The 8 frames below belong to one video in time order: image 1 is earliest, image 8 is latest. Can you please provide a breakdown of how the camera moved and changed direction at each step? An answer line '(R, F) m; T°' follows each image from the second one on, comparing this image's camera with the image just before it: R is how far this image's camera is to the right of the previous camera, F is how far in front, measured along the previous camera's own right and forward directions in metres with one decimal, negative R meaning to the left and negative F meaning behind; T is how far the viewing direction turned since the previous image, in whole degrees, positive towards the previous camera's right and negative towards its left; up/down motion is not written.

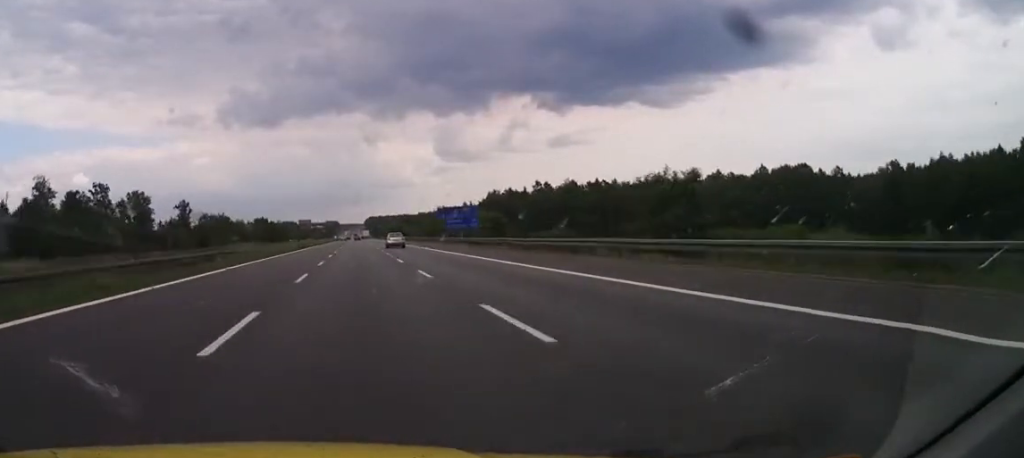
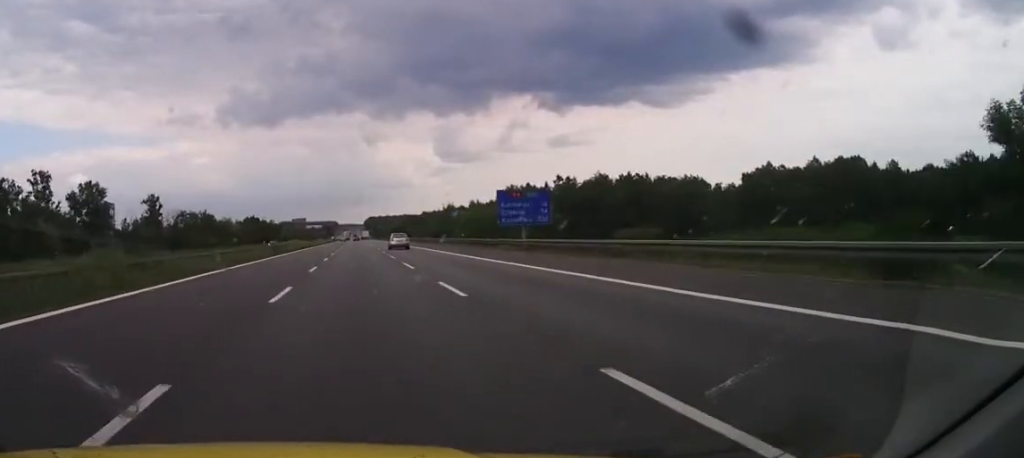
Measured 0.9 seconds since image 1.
(+0.4, +29.3) m; 0°
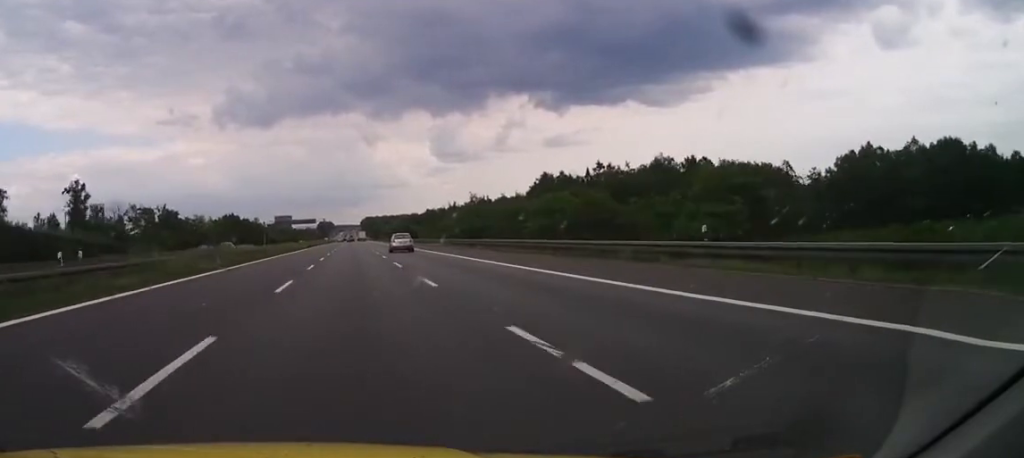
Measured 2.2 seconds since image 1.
(-0.6, +44.5) m; -1°
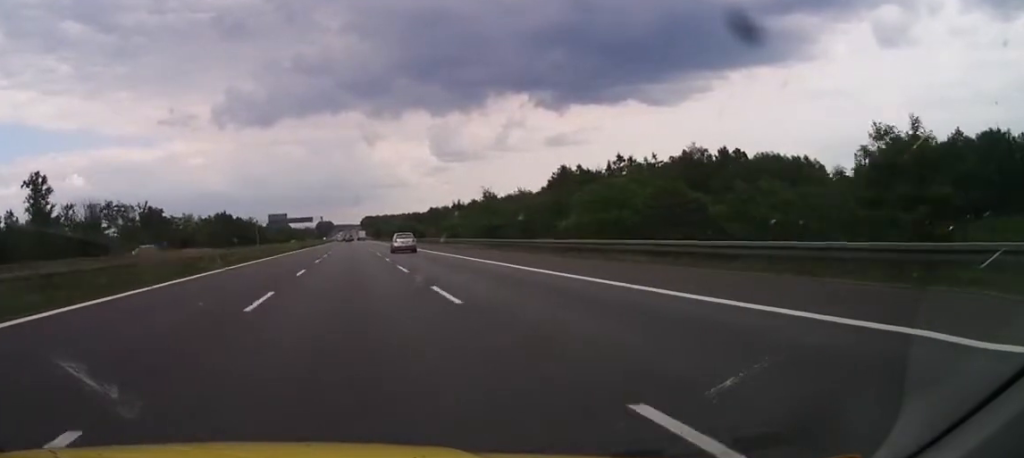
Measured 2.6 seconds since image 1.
(0.0, +16.1) m; 0°
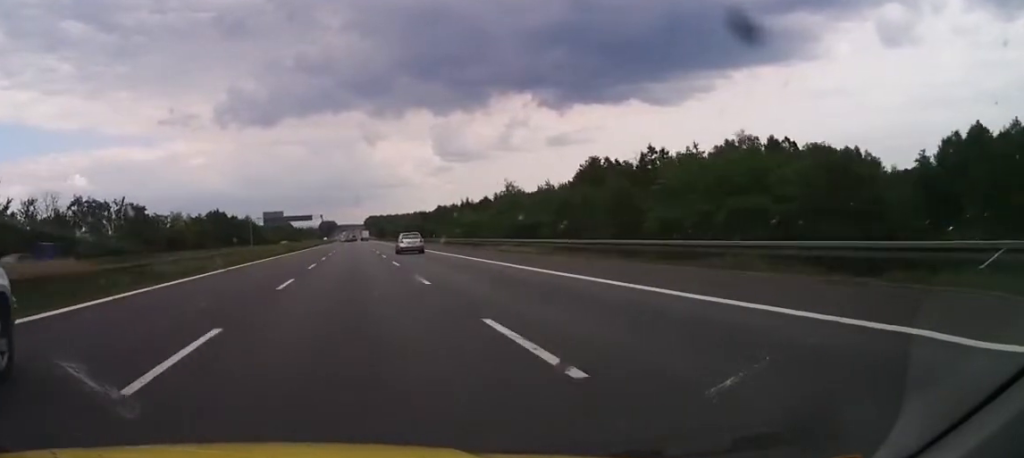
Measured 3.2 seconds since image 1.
(0.0, +18.5) m; 0°
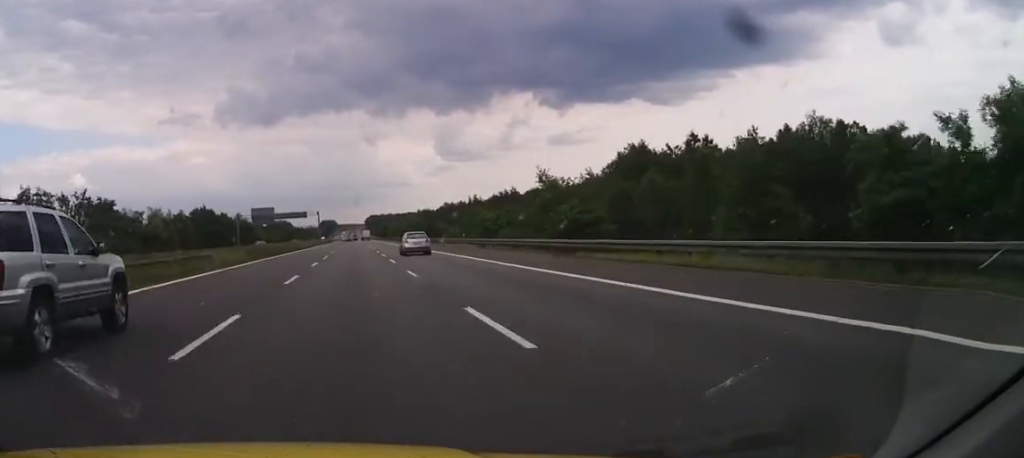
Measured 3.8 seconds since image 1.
(+0.3, +22.1) m; 0°
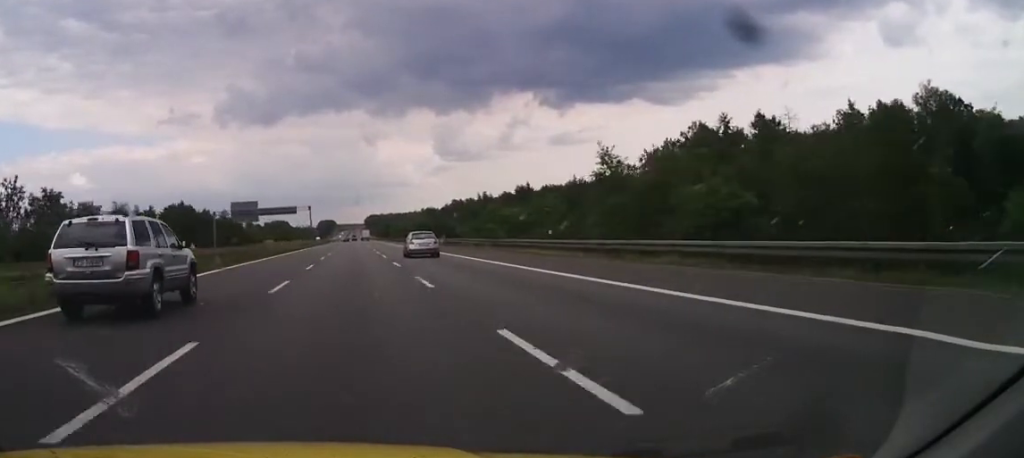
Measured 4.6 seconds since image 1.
(-0.1, +26.9) m; 0°
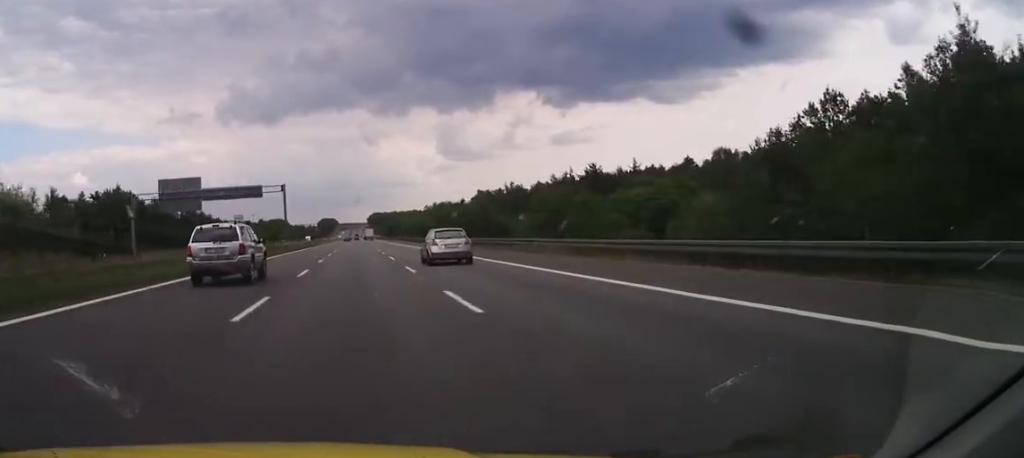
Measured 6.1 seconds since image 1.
(-0.4, +53.1) m; 0°
